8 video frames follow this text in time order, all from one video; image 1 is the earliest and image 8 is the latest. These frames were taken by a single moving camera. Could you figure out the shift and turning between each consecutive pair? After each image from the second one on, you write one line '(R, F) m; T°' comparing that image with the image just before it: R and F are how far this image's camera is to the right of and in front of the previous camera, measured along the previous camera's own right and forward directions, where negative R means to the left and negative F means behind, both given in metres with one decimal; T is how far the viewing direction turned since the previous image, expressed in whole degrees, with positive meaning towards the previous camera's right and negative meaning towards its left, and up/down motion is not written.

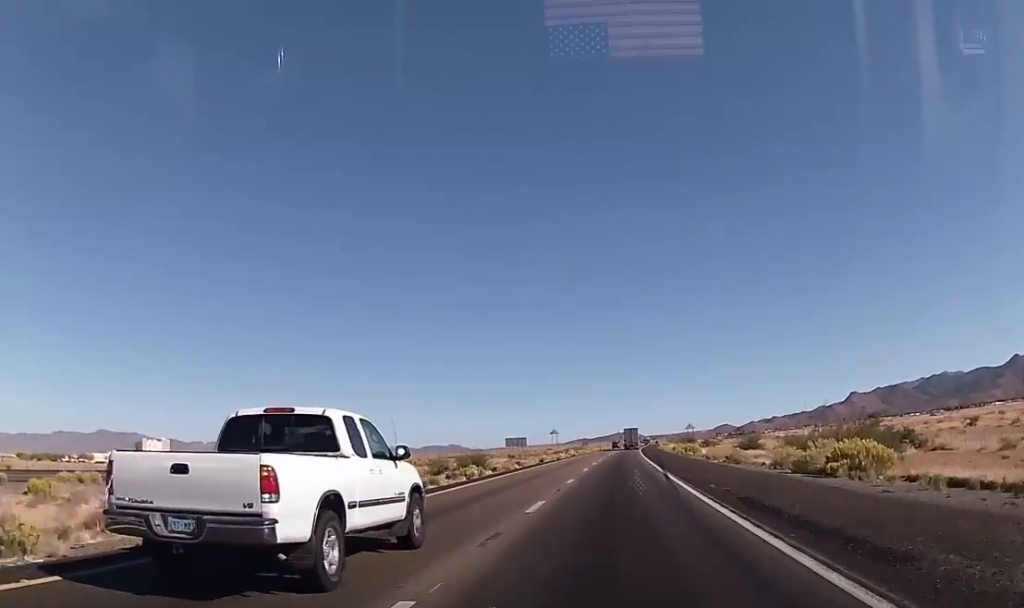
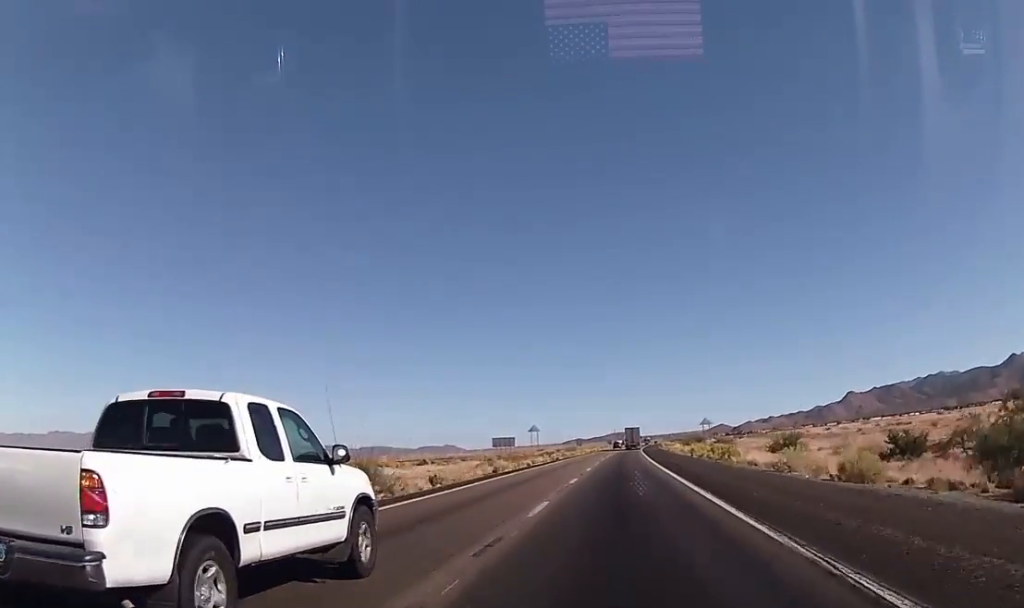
(-0.1, +25.0) m; 0°
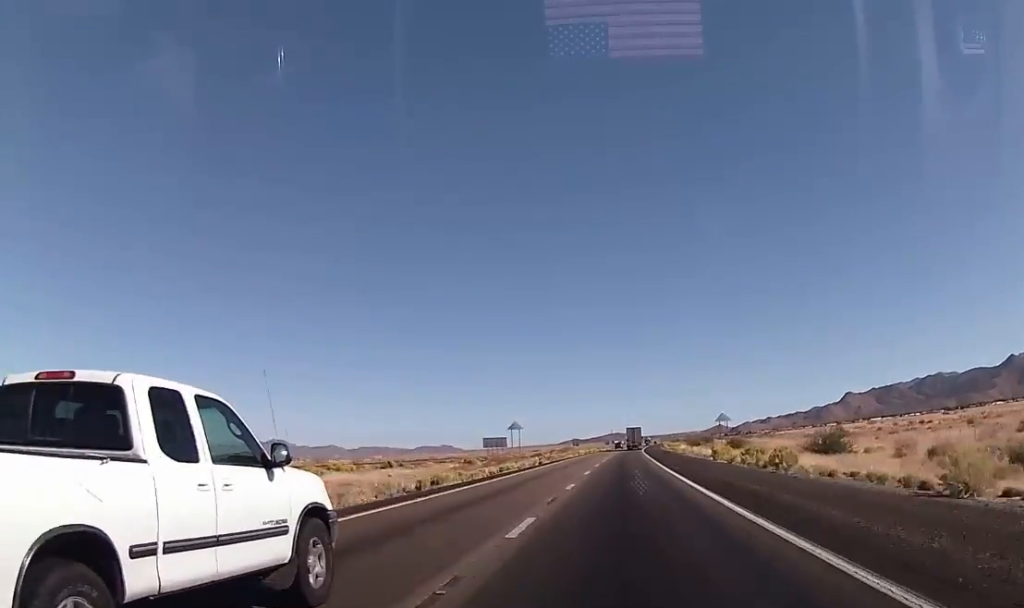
(0.0, +16.2) m; 0°
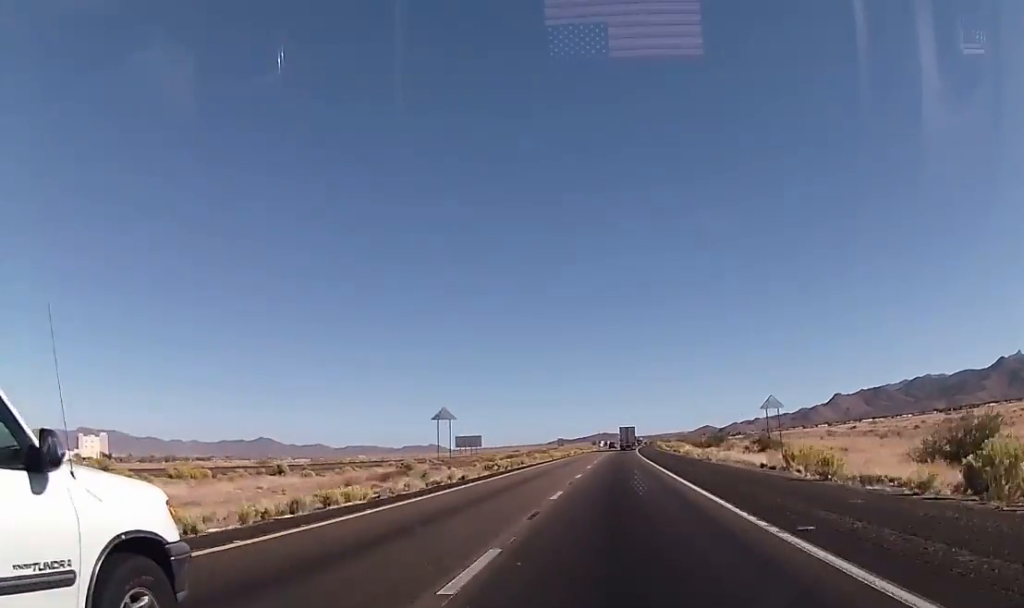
(+0.1, +28.7) m; 0°
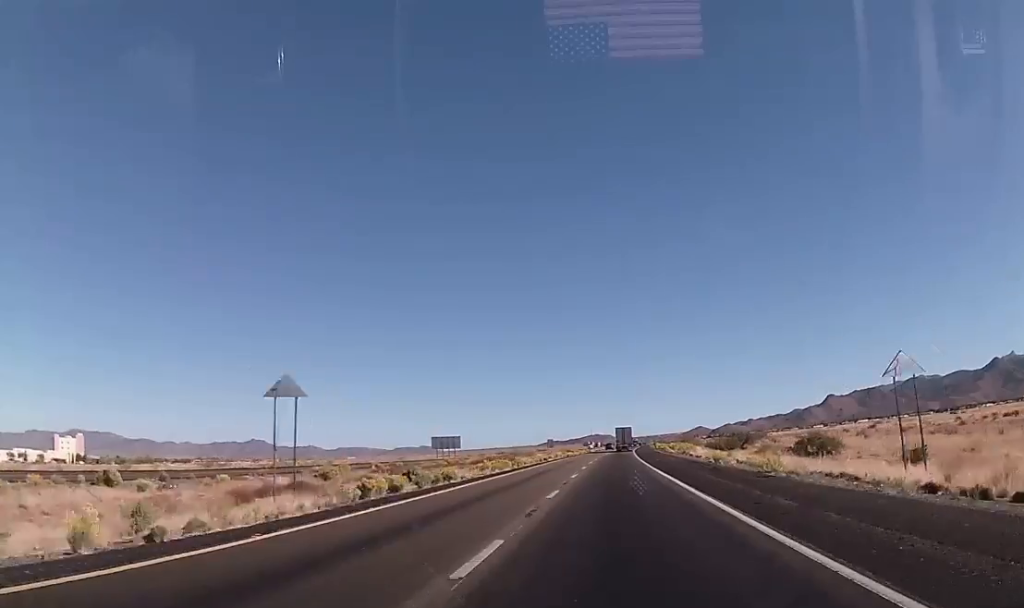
(0.0, +23.7) m; +1°
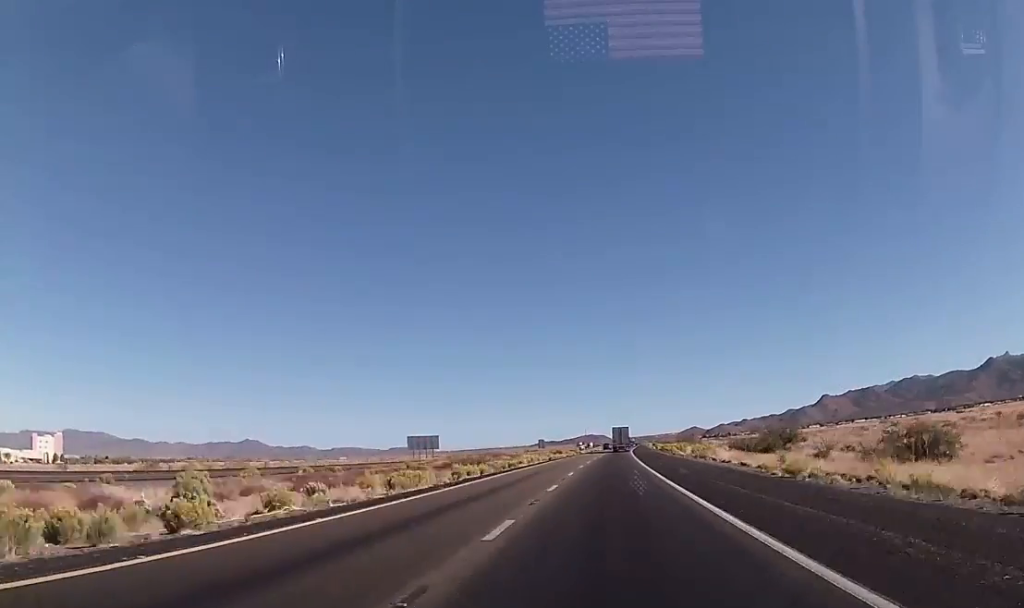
(-0.1, +21.2) m; +1°
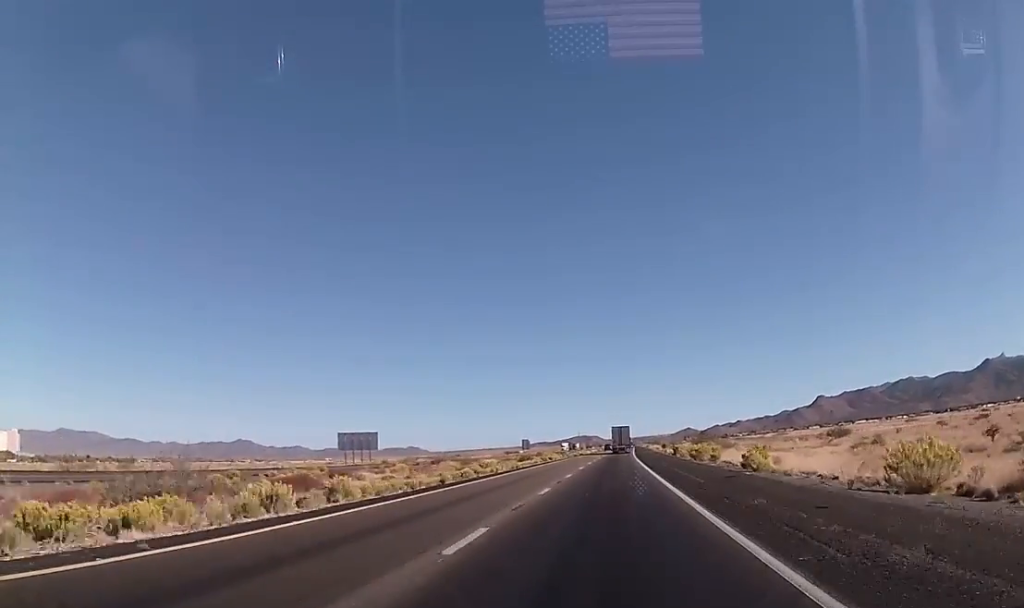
(+1.2, +50.0) m; +1°
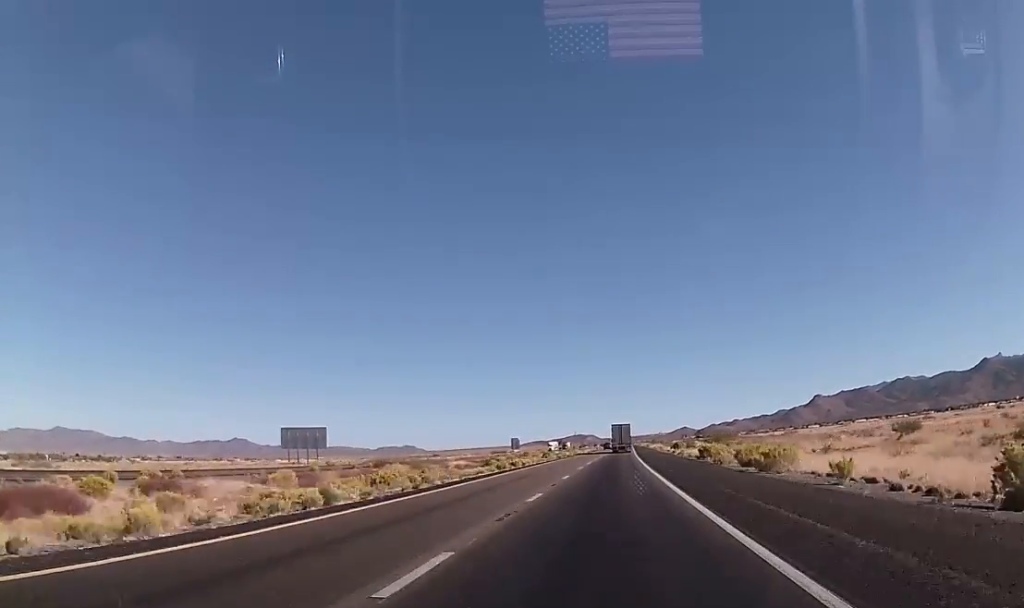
(0.0, +27.5) m; 0°
